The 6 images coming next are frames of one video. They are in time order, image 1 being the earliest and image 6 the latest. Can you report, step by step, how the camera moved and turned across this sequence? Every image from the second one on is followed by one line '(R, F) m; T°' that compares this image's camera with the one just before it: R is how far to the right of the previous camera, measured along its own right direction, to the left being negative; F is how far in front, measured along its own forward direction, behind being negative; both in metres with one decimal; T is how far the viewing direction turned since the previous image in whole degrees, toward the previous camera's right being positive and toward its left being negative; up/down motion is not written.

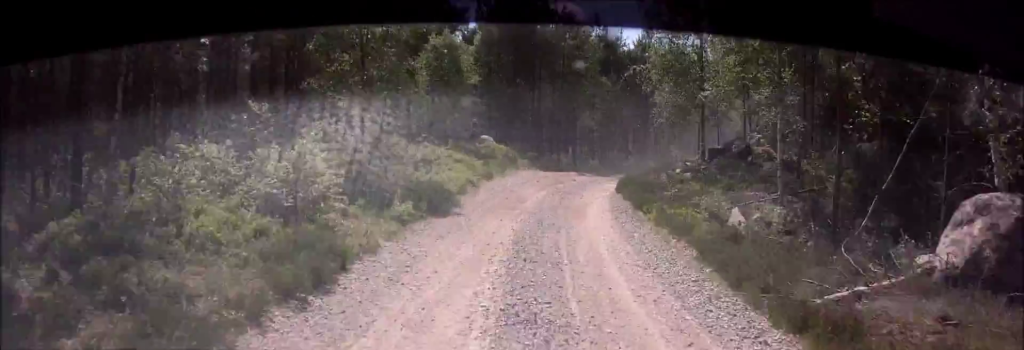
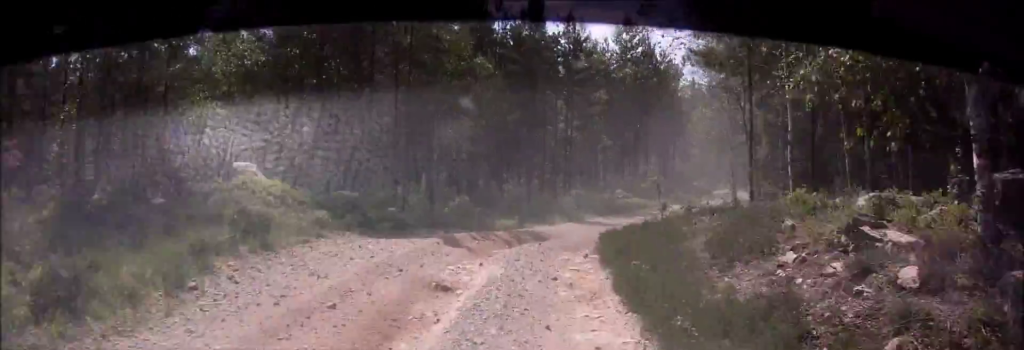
(+1.3, +20.5) m; +11°
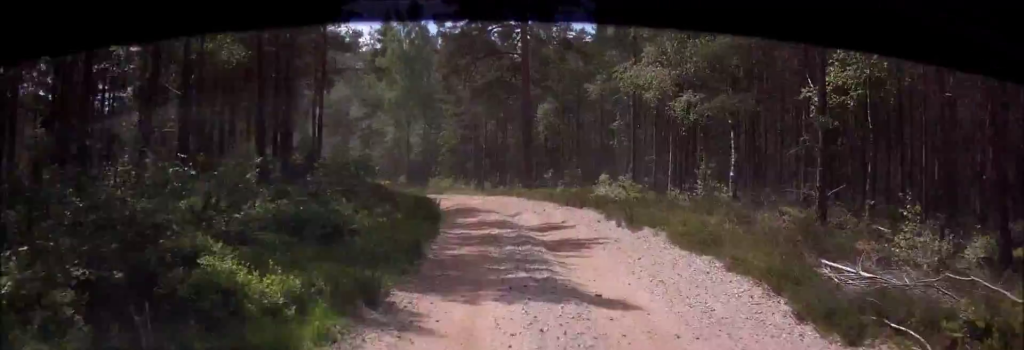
(+9.4, +52.1) m; +7°
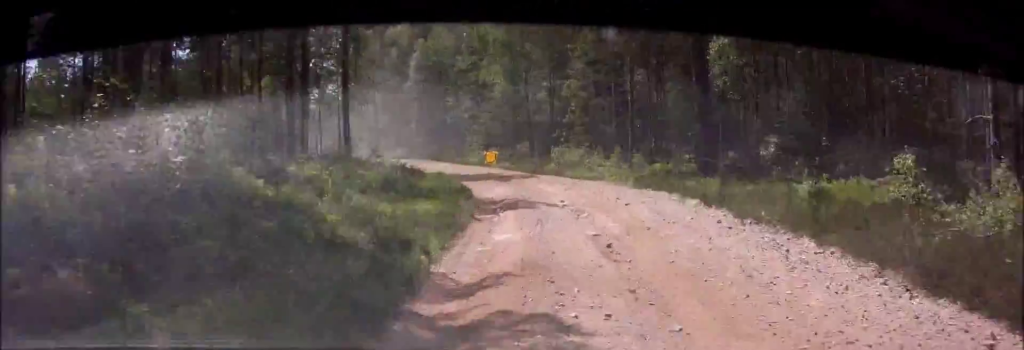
(-0.9, +17.6) m; -7°
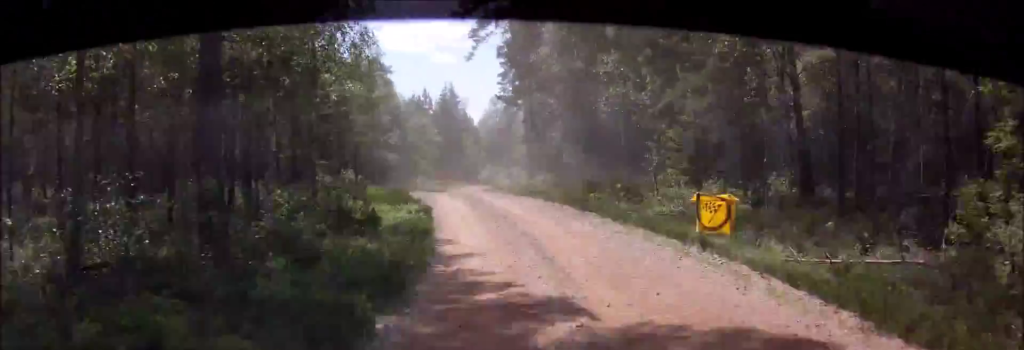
(-3.7, +28.6) m; -12°
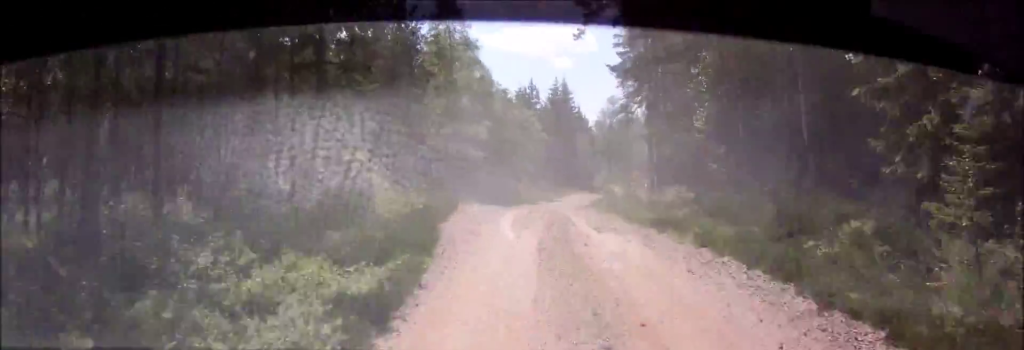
(-0.6, +12.2) m; -3°
